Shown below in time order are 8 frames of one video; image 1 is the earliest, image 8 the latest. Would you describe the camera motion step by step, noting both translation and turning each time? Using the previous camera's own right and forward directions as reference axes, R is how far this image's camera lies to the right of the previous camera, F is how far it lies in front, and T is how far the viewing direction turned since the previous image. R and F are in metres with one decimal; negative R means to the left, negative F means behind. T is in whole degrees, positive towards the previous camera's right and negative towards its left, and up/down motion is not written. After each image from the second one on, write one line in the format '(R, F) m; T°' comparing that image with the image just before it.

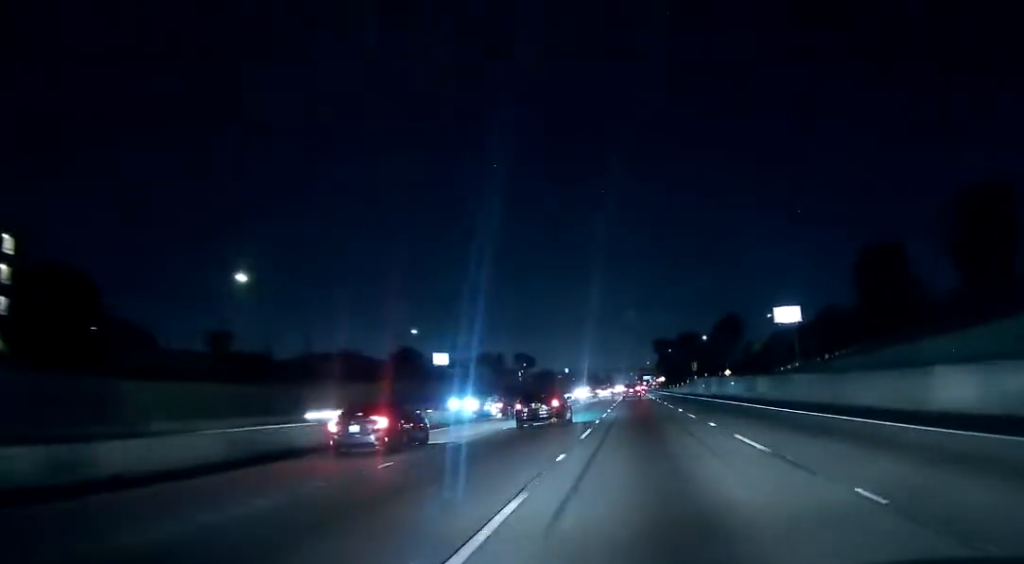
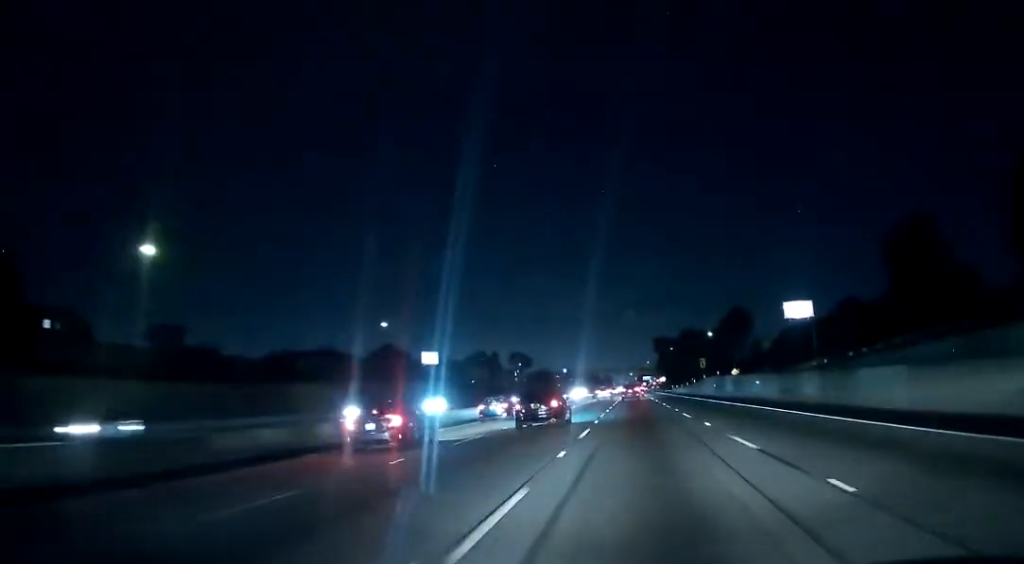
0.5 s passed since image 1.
(+0.1, +13.5) m; +1°
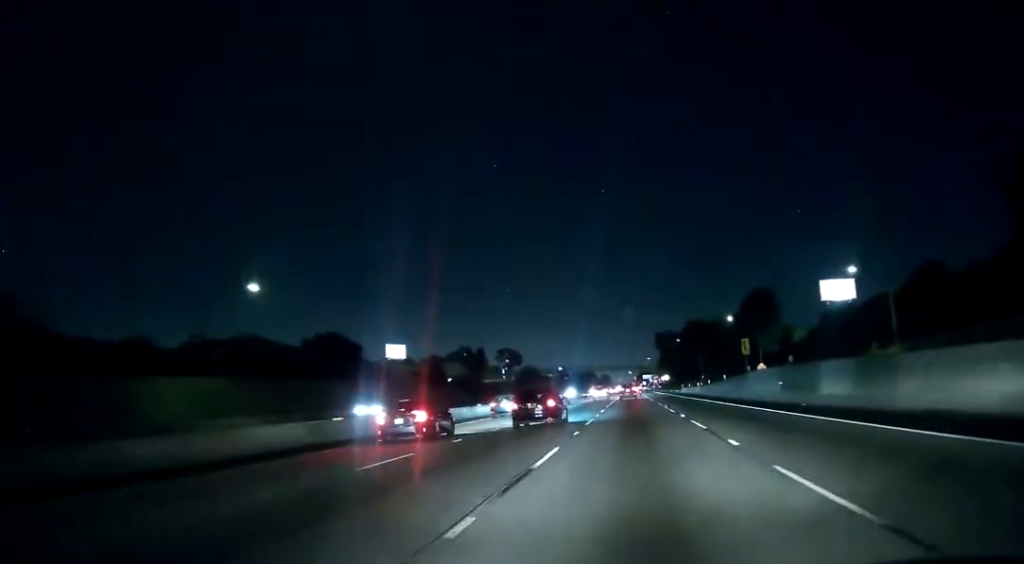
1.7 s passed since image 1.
(0.0, +36.6) m; 0°
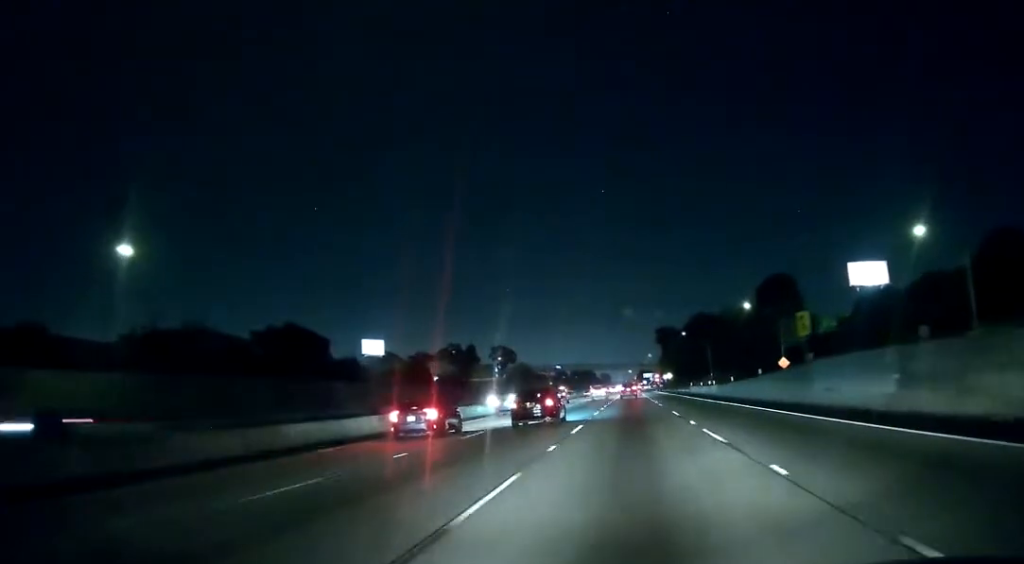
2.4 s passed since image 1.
(0.0, +20.2) m; 0°
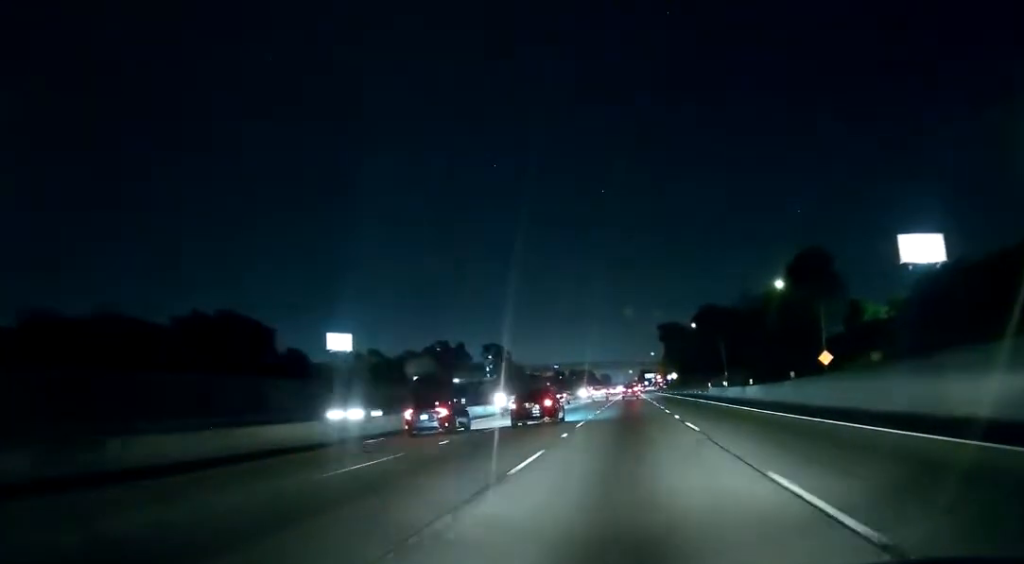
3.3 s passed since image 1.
(0.0, +24.2) m; 0°
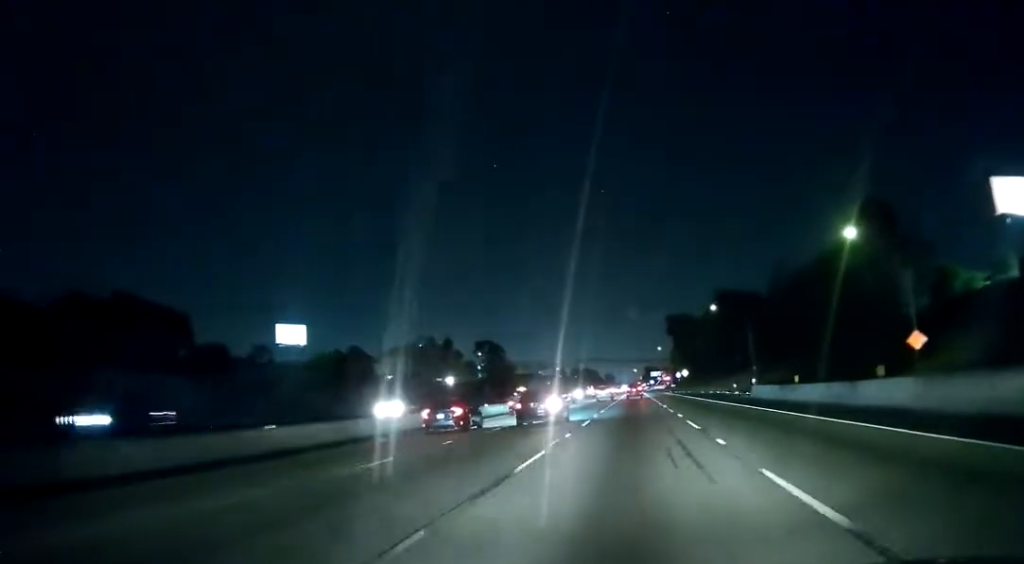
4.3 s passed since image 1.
(-0.1, +29.0) m; 0°
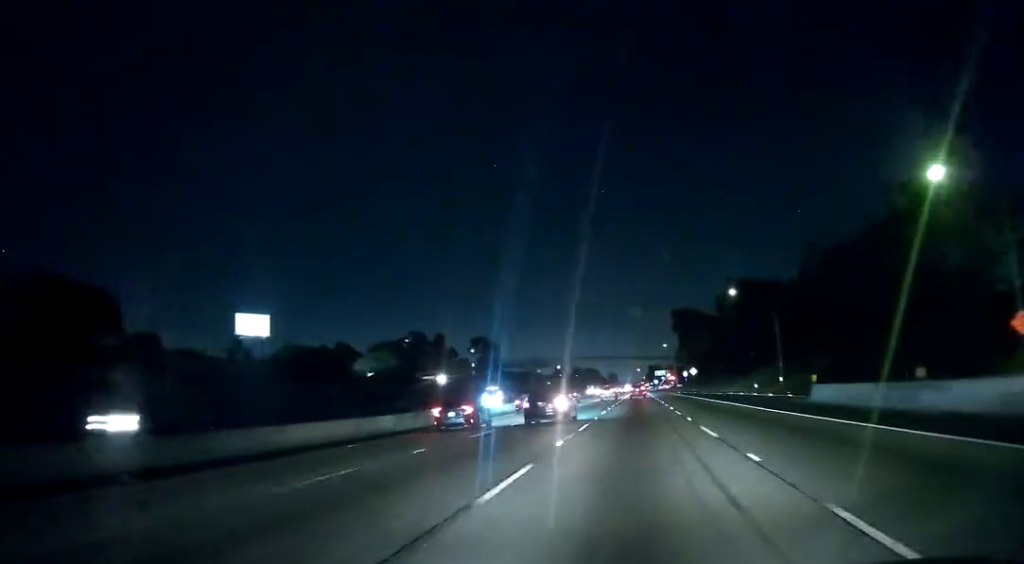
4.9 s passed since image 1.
(0.0, +18.4) m; 0°
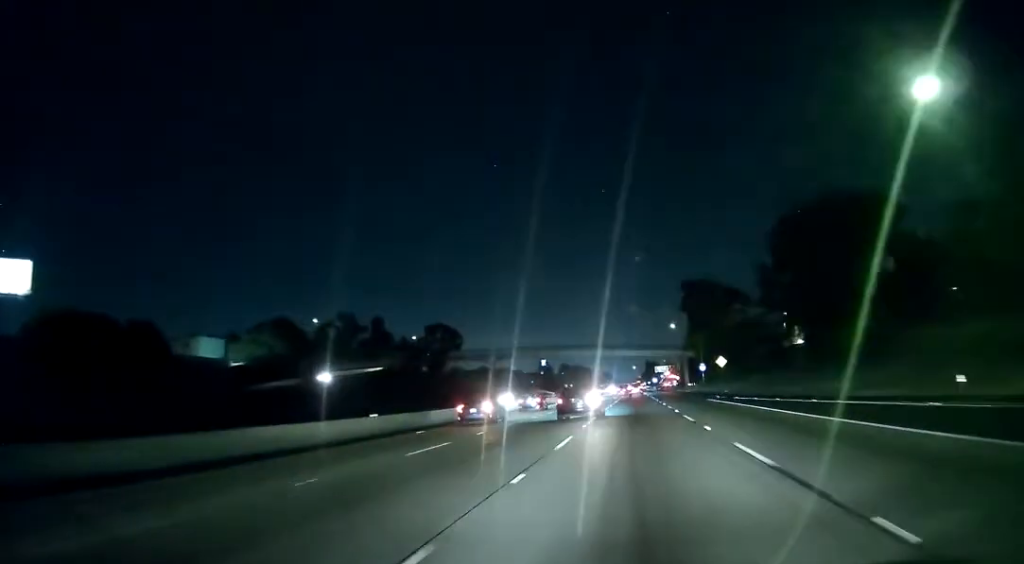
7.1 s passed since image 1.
(+0.1, +65.5) m; 0°
